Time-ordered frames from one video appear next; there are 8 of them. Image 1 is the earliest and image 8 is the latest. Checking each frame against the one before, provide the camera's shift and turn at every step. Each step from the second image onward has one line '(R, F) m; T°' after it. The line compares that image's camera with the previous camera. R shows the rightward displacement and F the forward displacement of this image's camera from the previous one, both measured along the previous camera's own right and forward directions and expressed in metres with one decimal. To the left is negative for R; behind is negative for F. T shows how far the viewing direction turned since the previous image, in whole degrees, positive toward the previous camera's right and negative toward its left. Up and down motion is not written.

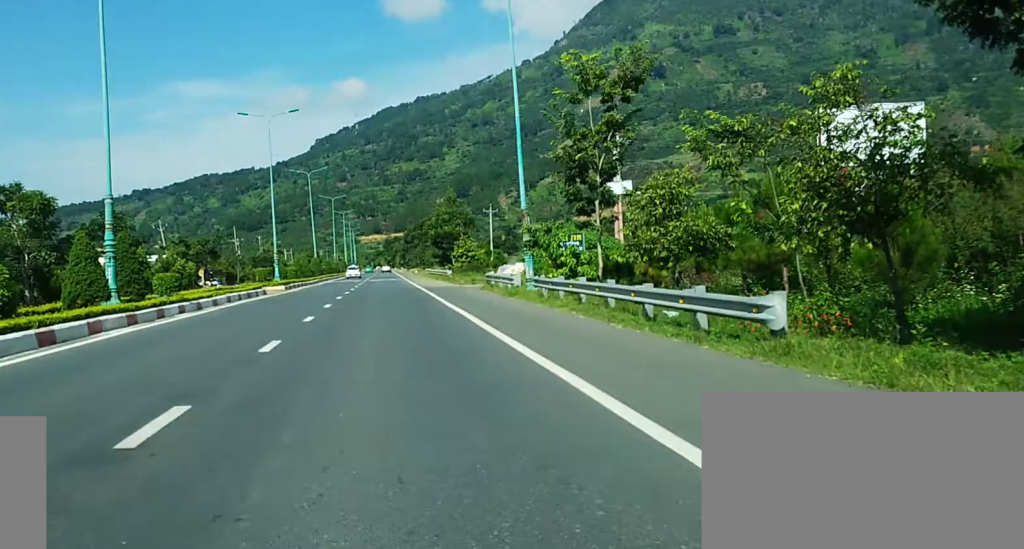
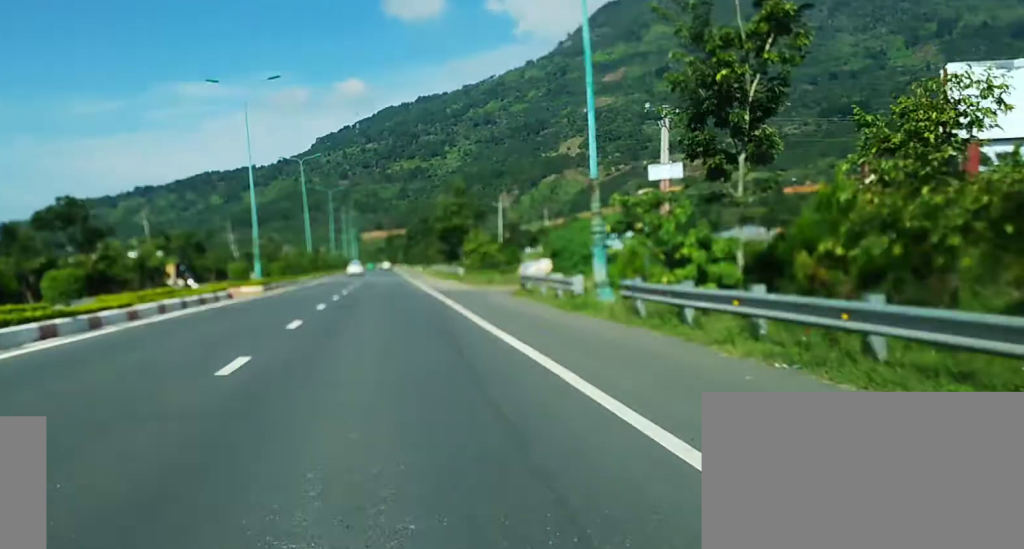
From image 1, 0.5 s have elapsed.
(0.0, +11.9) m; 0°
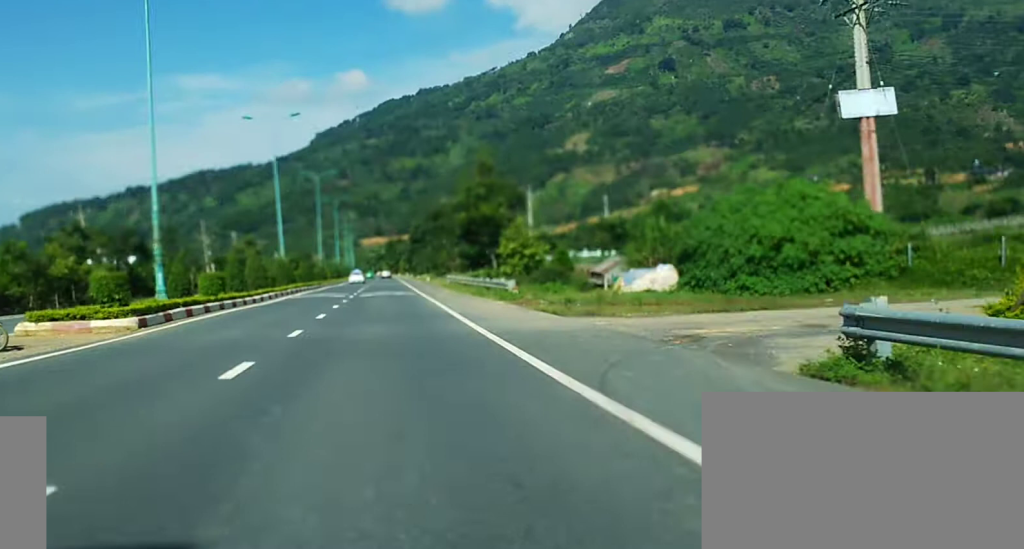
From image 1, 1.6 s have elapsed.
(0.0, +24.0) m; 0°
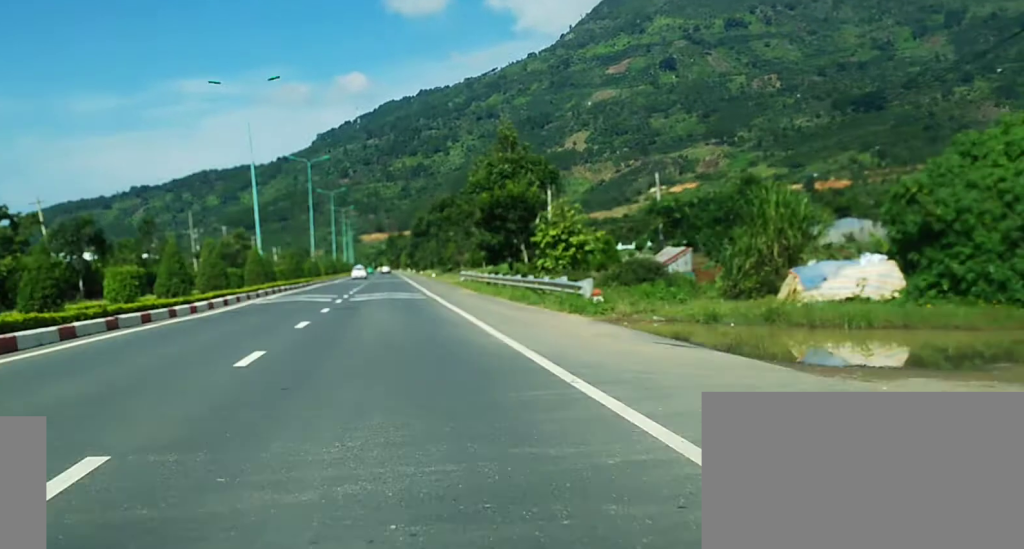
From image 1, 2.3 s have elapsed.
(0.0, +15.1) m; 0°
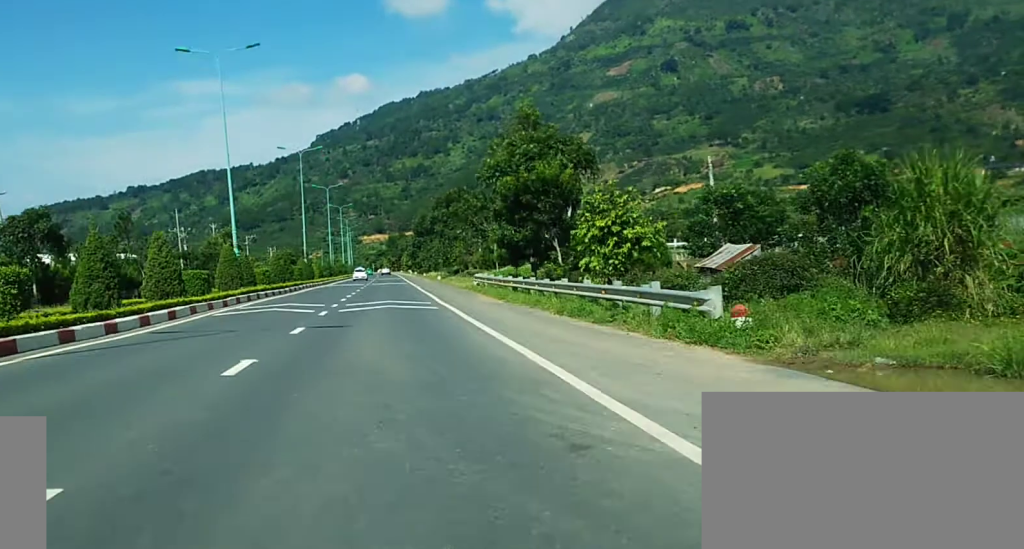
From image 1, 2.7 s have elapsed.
(-0.1, +9.1) m; 0°
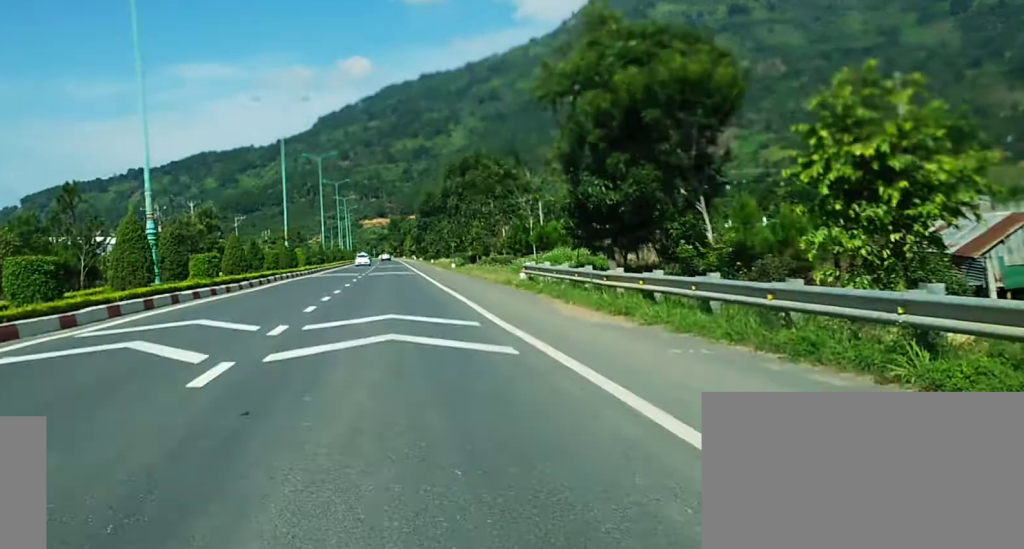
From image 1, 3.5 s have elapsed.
(-0.1, +18.2) m; 0°
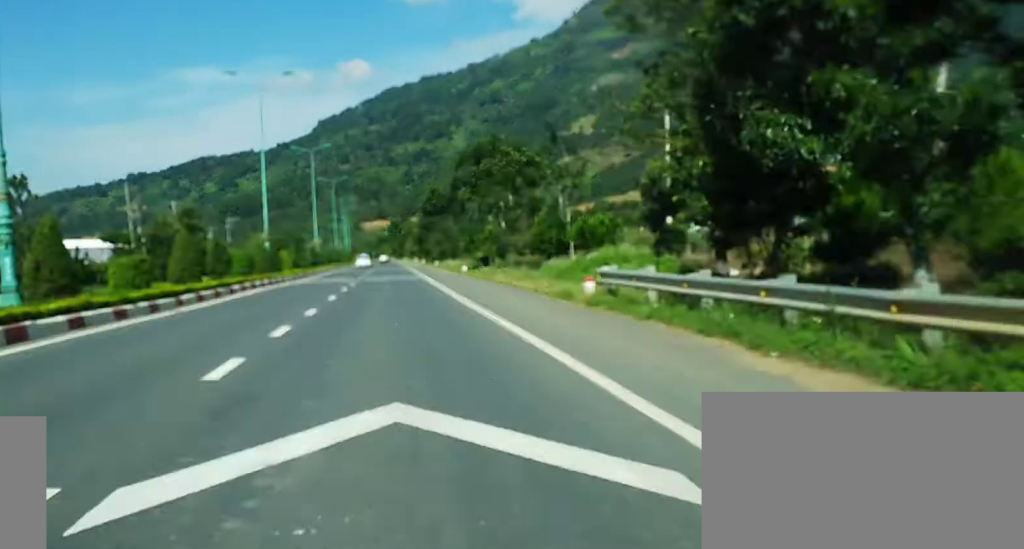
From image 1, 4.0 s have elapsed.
(0.0, +12.1) m; 0°
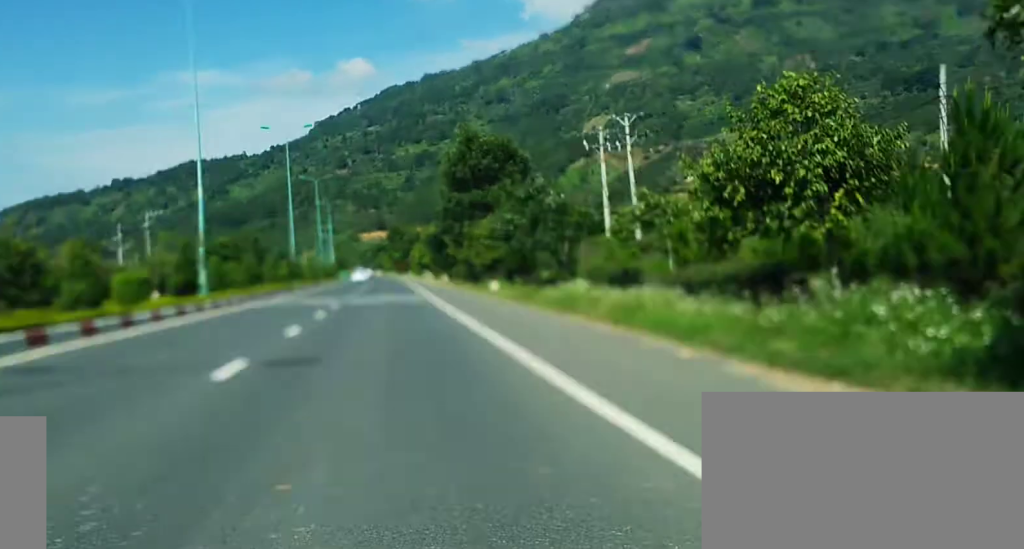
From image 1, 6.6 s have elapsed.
(+1.0, +58.1) m; +1°
